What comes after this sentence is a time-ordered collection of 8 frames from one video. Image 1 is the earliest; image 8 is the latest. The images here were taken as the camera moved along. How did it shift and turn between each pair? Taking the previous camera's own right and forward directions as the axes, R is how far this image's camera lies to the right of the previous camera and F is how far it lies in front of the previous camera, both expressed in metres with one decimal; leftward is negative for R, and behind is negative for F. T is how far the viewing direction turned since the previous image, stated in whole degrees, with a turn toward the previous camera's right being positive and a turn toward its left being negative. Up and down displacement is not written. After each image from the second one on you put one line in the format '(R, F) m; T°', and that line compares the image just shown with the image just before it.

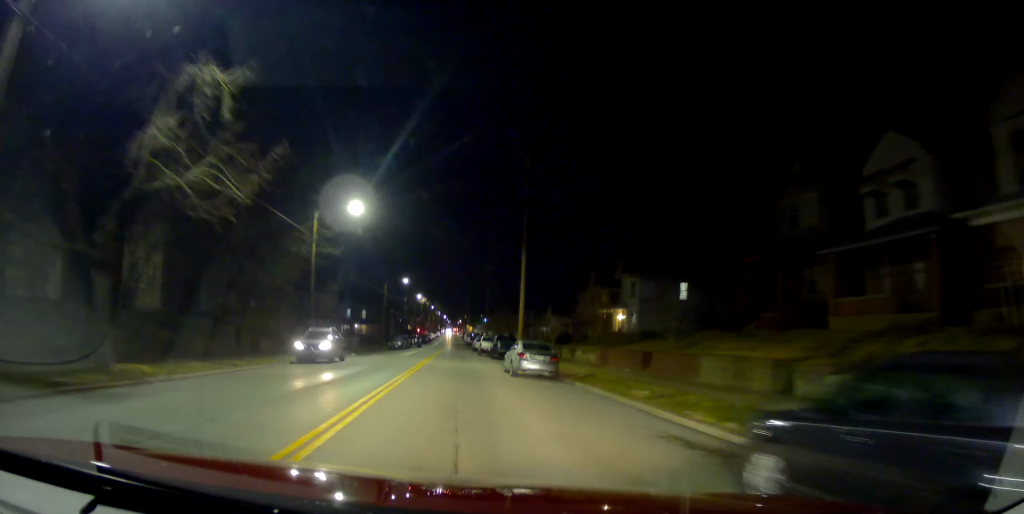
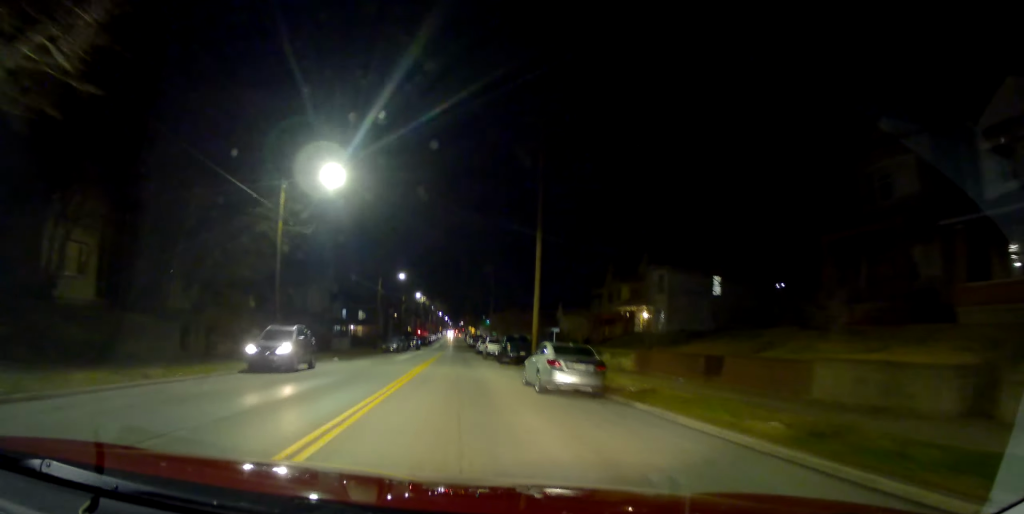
(-0.2, +7.1) m; 0°
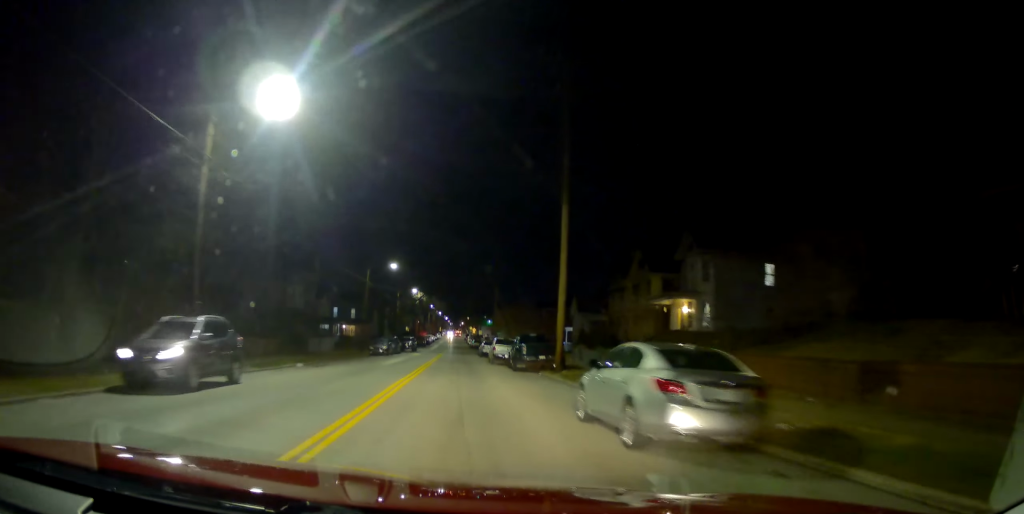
(+0.2, +8.8) m; +1°
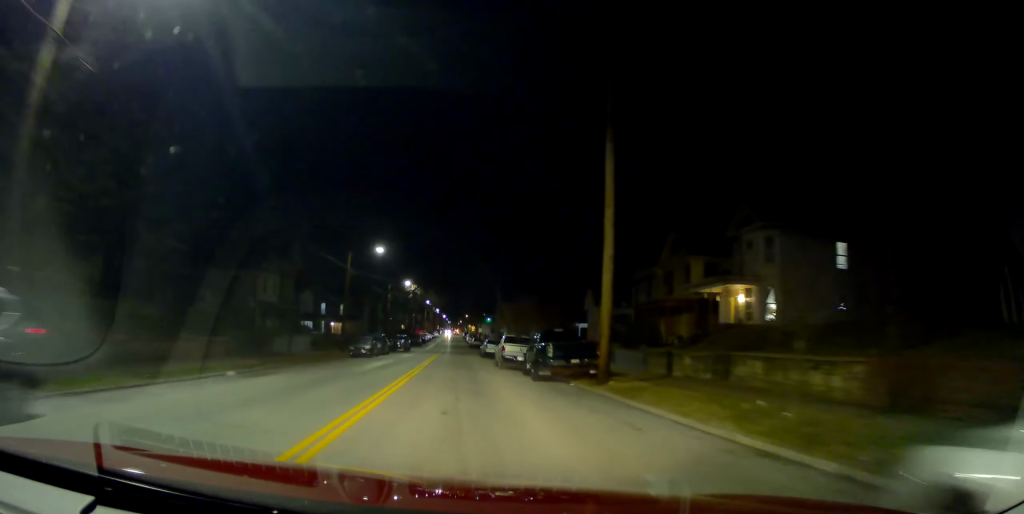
(+0.1, +8.8) m; -1°
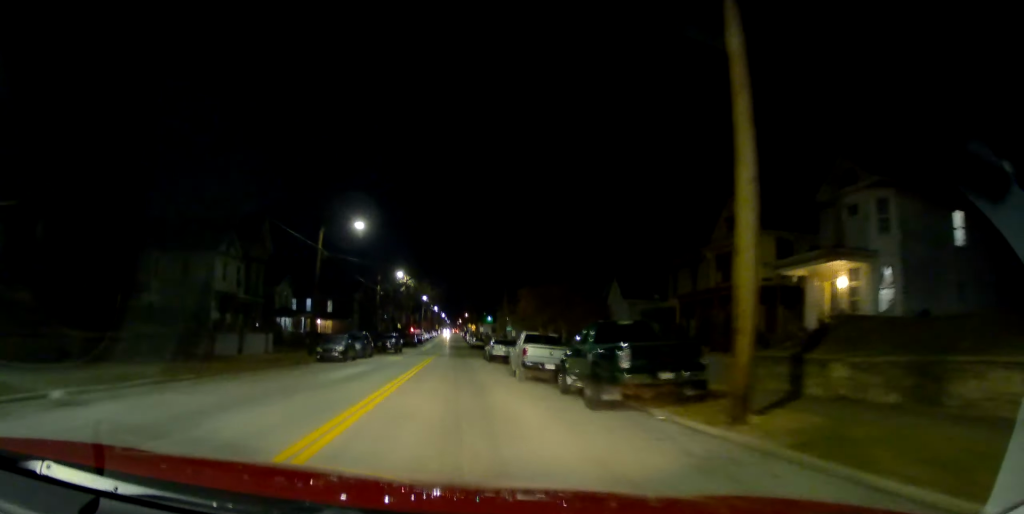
(0.0, +9.6) m; -2°
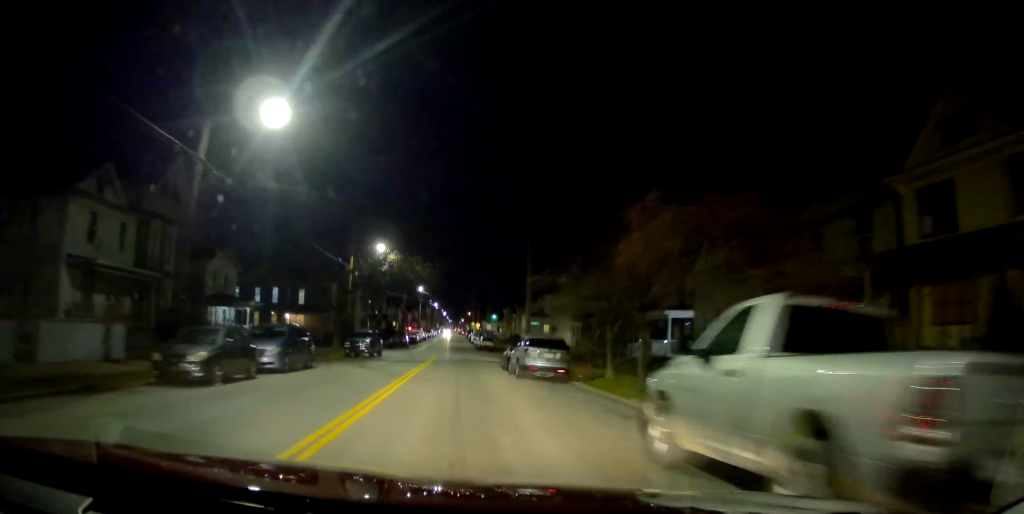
(-0.2, +18.3) m; +2°
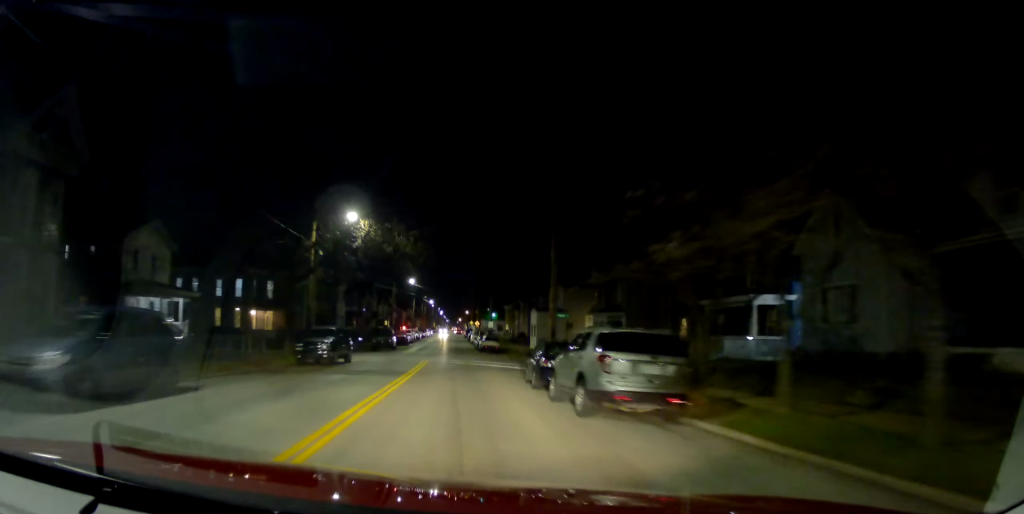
(+0.3, +11.5) m; +1°
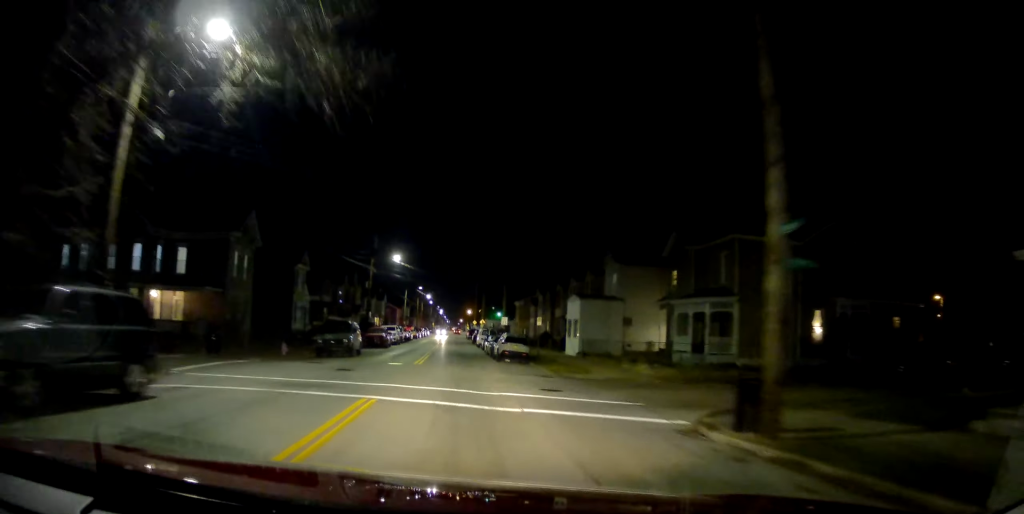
(-0.2, +21.2) m; -1°
